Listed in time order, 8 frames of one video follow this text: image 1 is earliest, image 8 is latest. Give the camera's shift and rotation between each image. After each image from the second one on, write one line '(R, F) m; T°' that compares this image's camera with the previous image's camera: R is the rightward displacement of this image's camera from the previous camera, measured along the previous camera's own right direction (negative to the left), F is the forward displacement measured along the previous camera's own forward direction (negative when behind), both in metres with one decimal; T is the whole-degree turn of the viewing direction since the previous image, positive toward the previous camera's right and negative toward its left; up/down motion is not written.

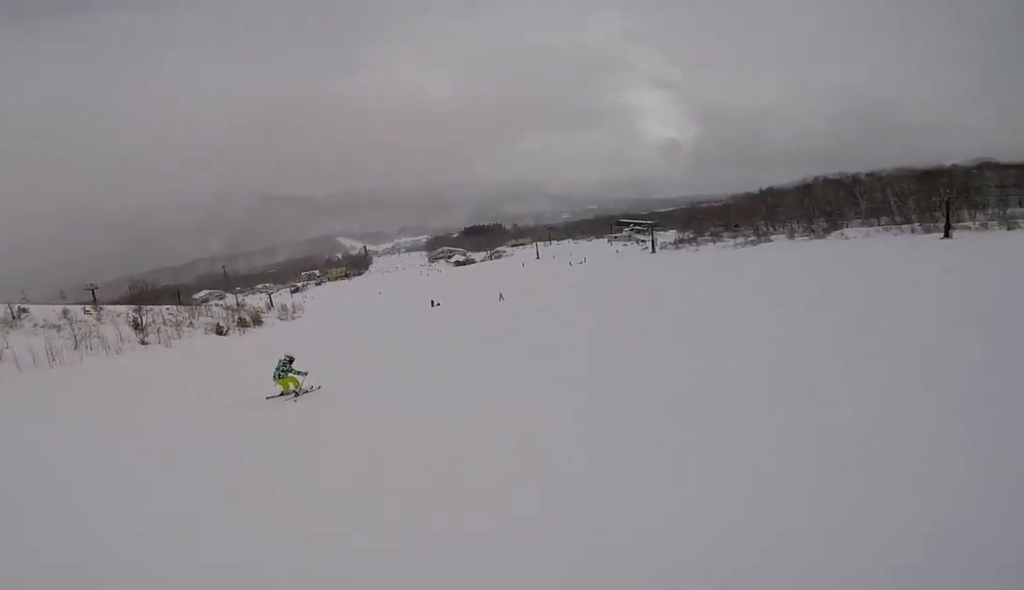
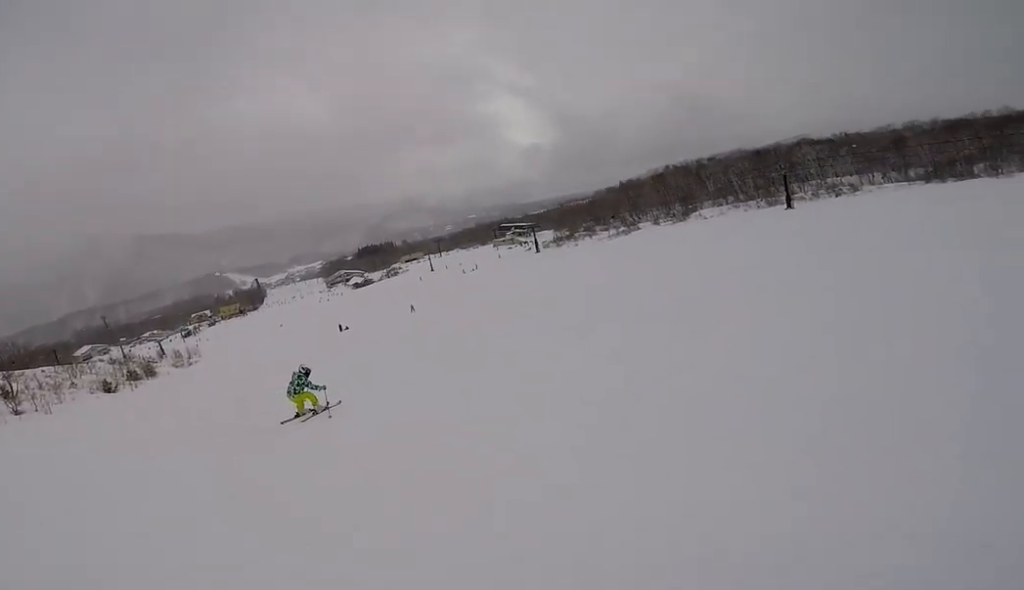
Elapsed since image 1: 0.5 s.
(+0.2, +2.7) m; +10°
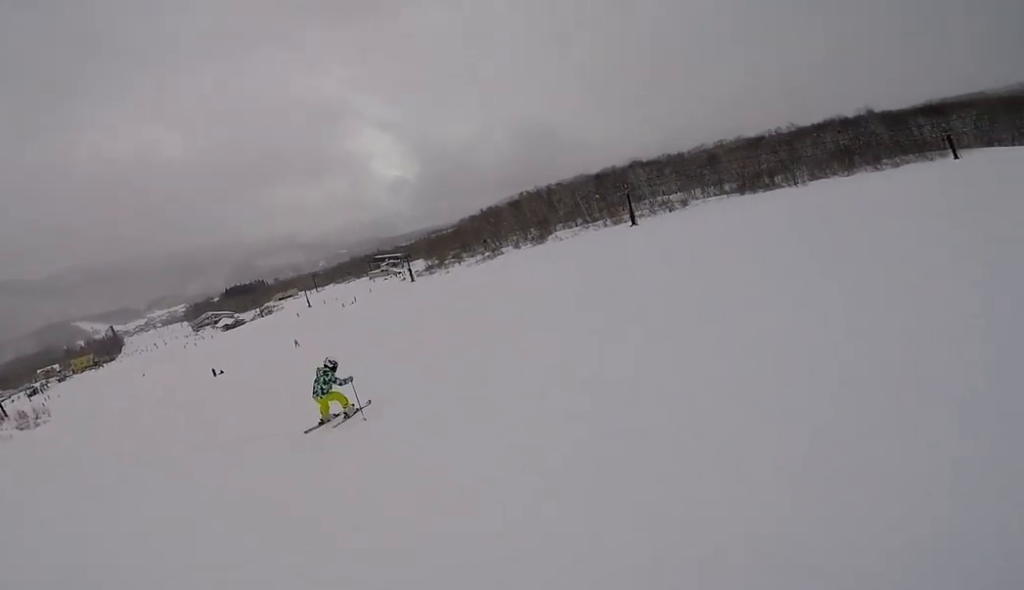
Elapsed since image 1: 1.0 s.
(+0.3, +3.0) m; +15°
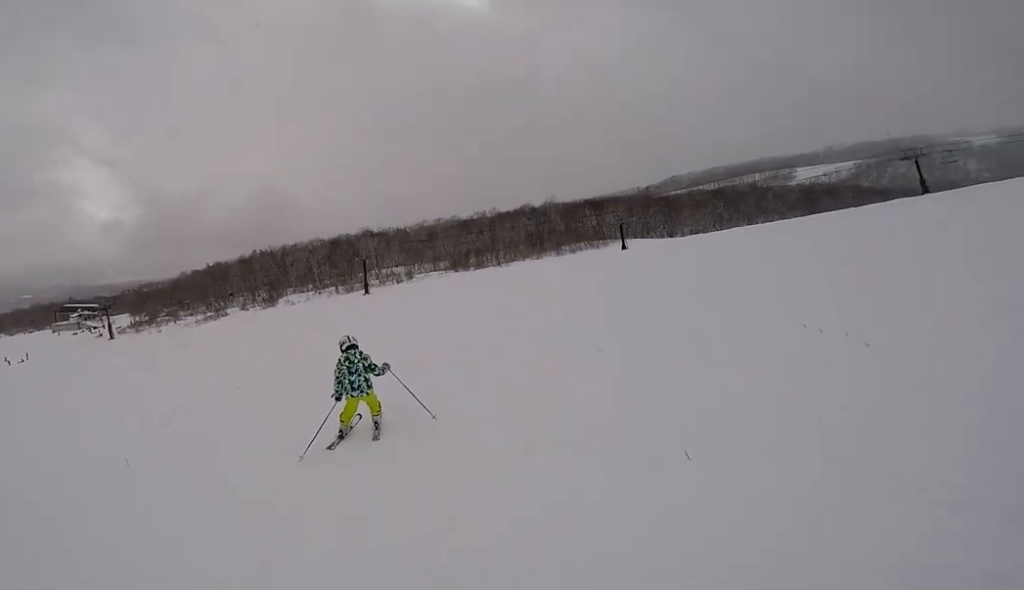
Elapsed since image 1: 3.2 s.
(+4.2, +8.7) m; +35°
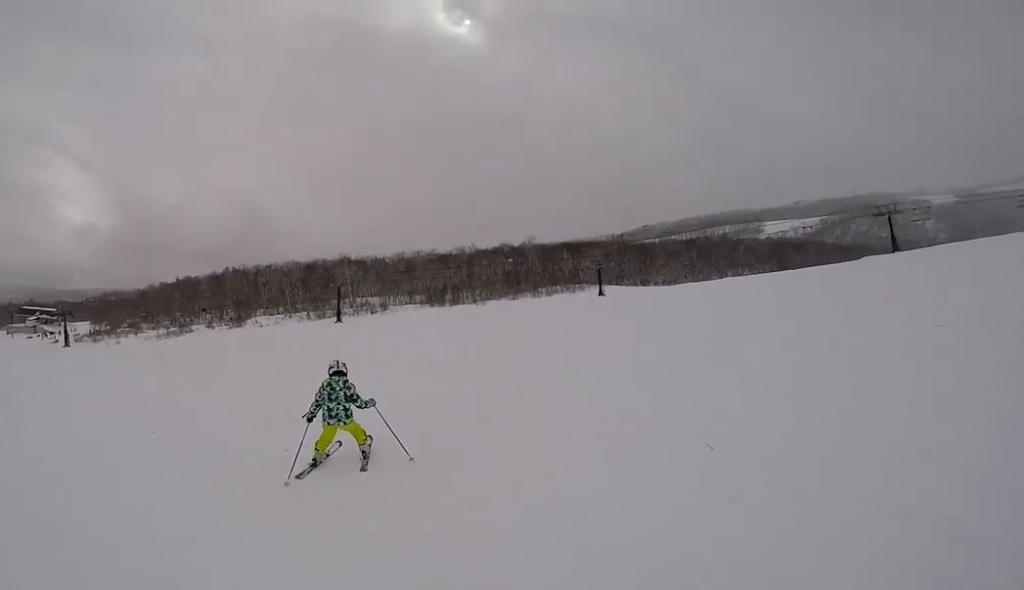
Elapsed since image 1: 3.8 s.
(-0.4, +2.5) m; +3°
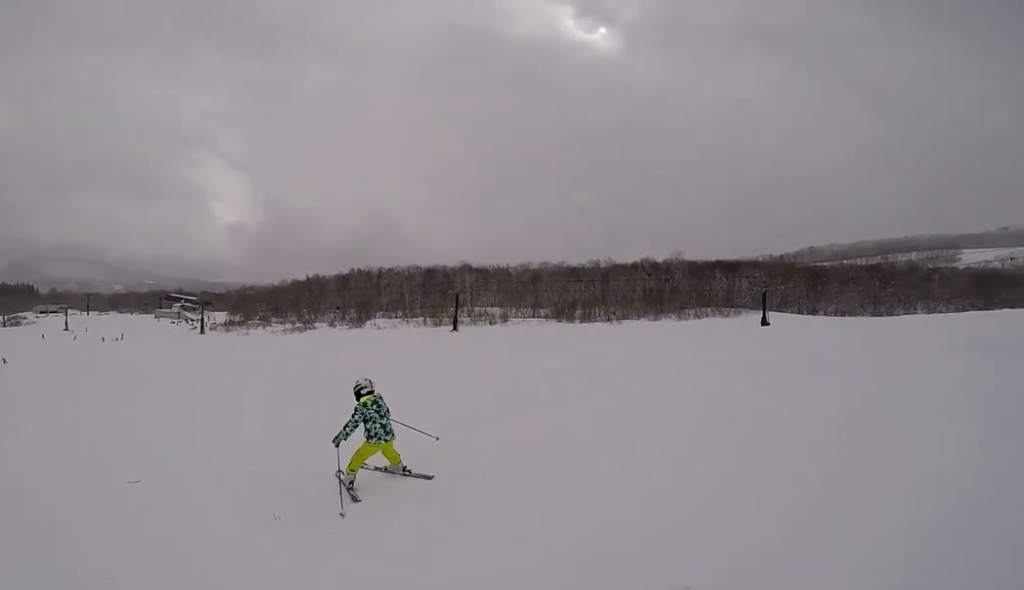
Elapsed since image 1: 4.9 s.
(+0.8, +4.2) m; -10°
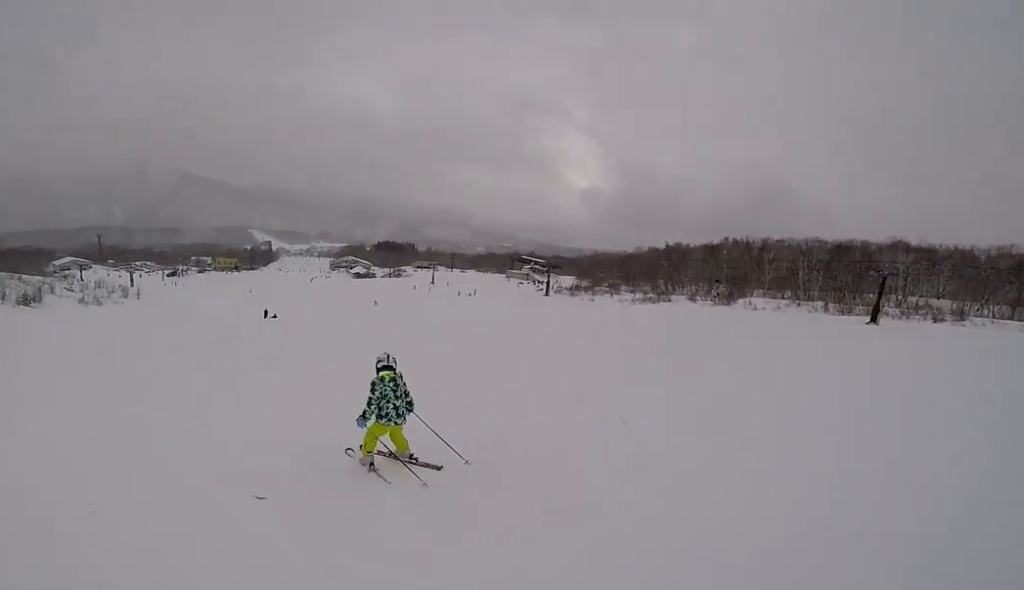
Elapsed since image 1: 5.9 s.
(-1.3, +3.4) m; -43°
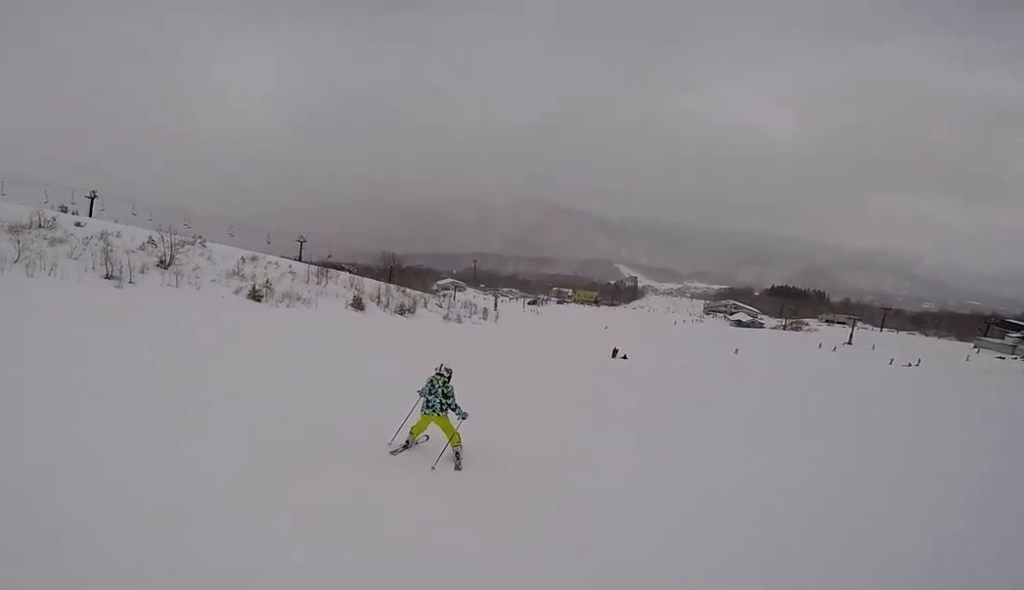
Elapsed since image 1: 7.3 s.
(-3.0, +4.7) m; -39°
